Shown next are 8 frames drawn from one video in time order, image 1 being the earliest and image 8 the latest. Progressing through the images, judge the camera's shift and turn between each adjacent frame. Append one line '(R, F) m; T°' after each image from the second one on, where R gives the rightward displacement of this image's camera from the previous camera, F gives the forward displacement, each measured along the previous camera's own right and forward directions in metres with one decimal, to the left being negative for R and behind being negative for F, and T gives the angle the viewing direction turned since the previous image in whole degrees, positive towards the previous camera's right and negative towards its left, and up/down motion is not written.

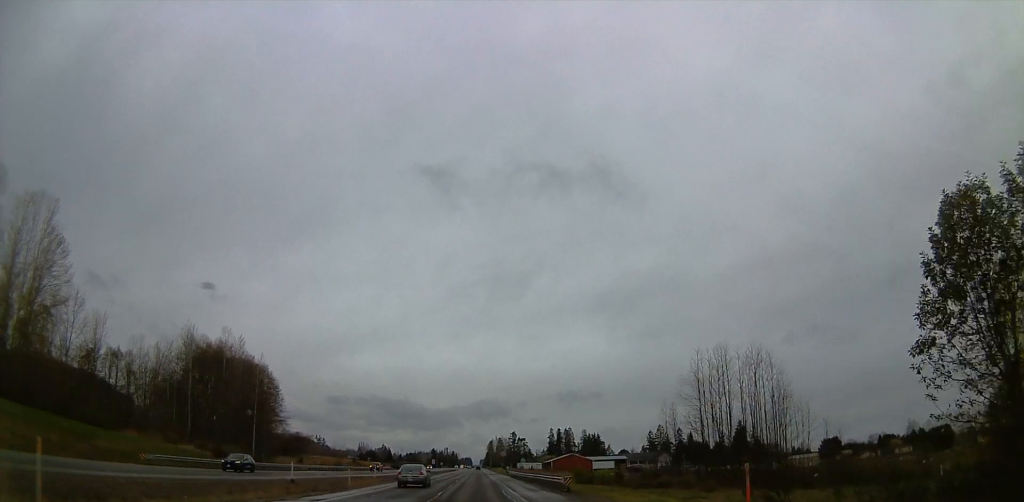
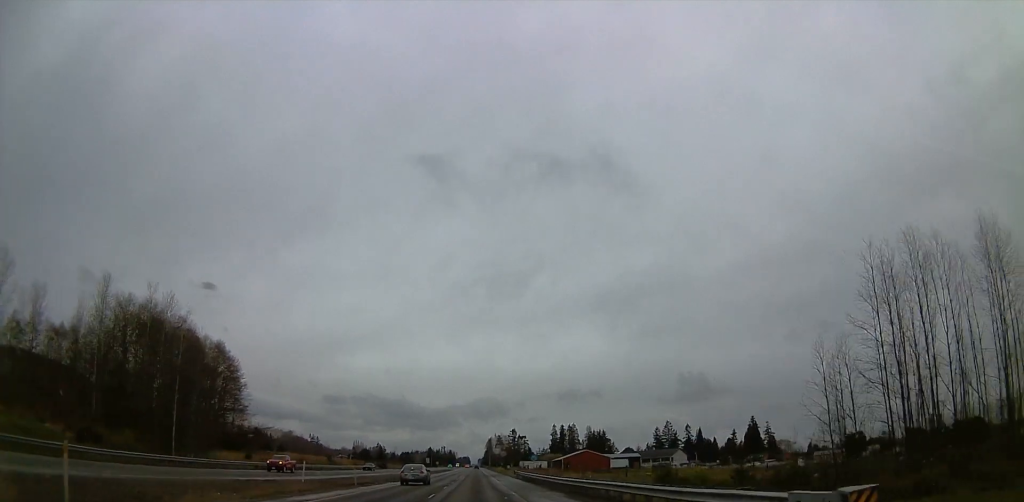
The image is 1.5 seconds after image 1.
(+0.8, +28.8) m; +3°
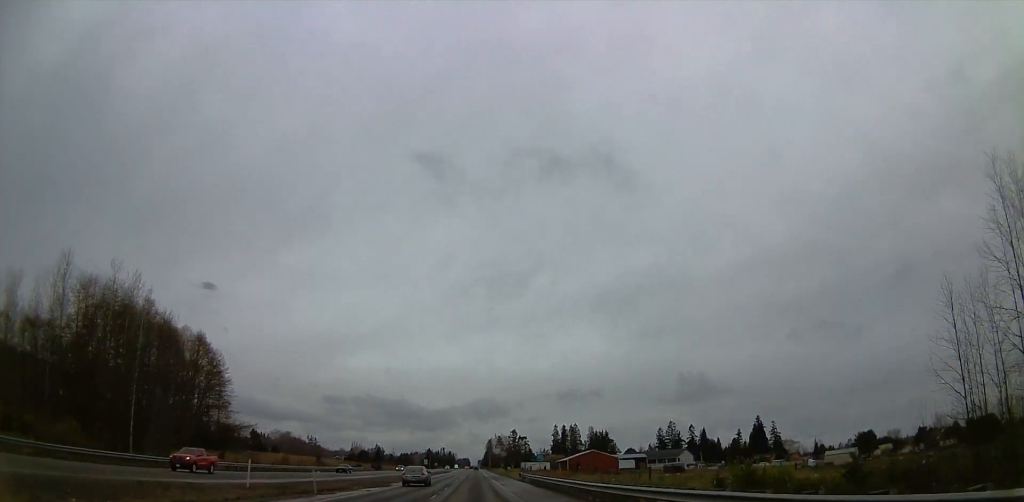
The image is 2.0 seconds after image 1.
(0.0, +10.5) m; +1°
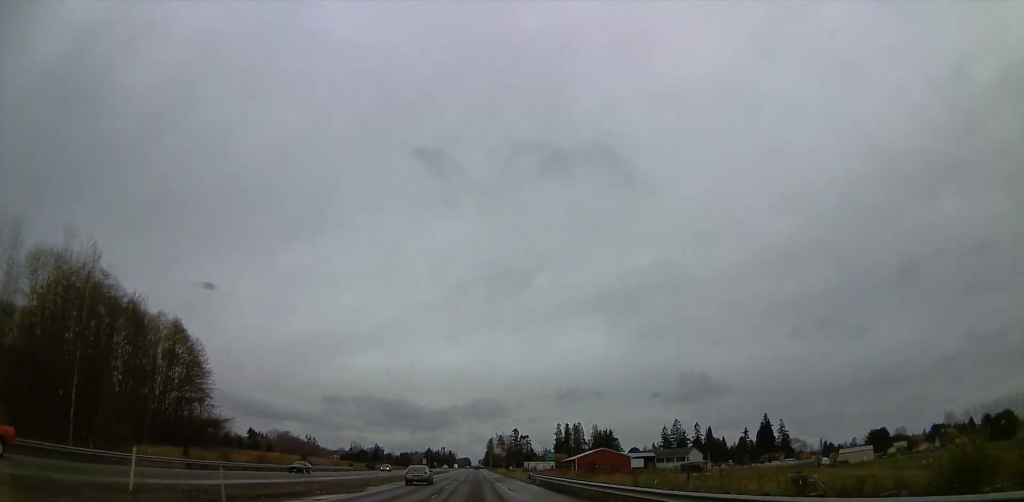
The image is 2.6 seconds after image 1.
(+0.1, +11.8) m; 0°
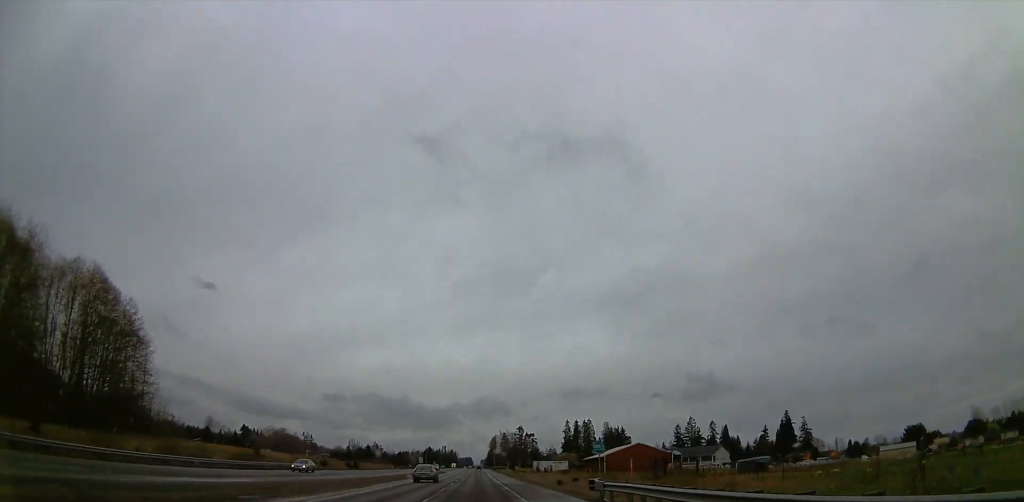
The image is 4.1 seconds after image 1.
(-1.2, +29.7) m; -2°
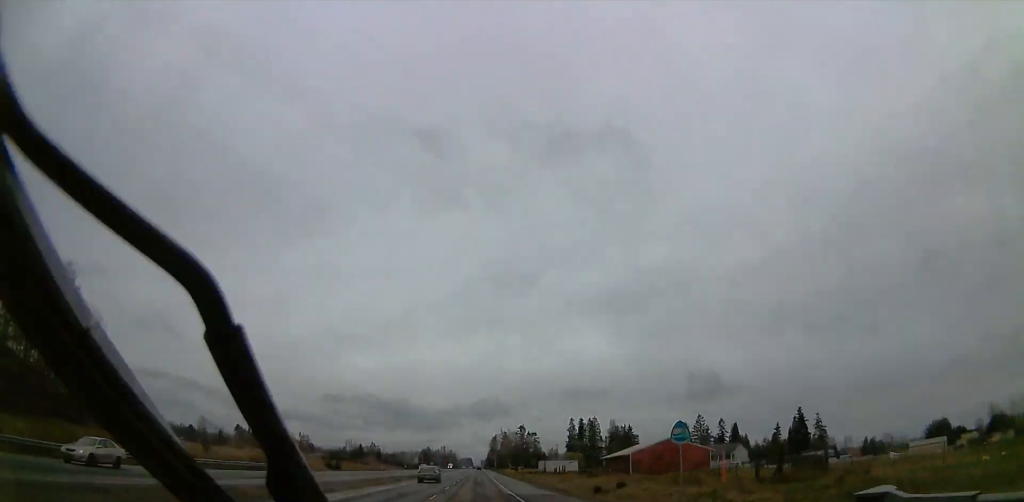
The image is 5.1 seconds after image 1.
(+1.0, +19.7) m; +1°
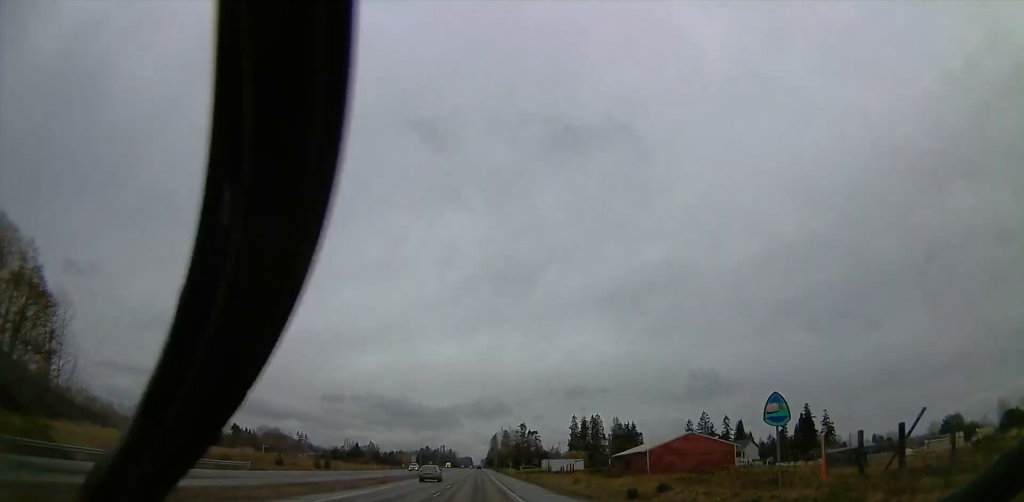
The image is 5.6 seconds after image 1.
(-0.2, +9.8) m; 0°
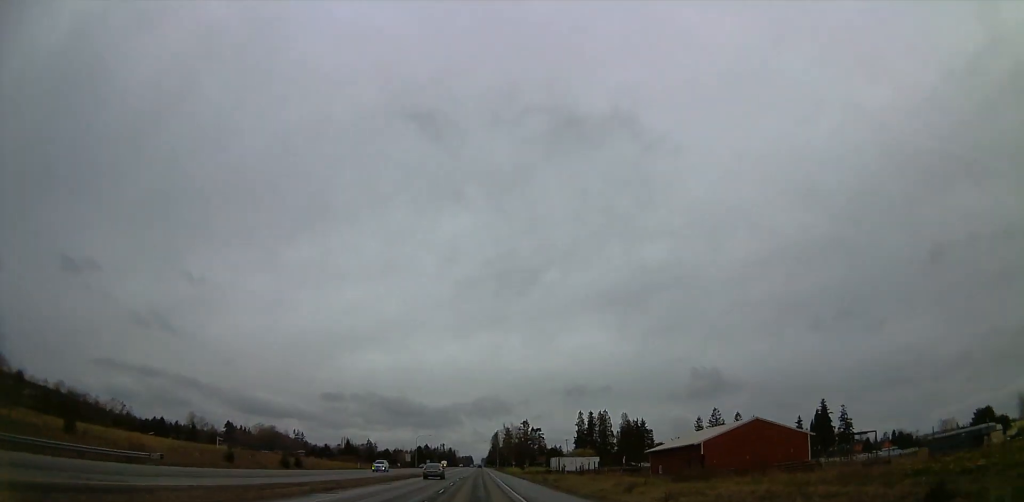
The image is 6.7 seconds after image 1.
(-0.4, +20.8) m; 0°
